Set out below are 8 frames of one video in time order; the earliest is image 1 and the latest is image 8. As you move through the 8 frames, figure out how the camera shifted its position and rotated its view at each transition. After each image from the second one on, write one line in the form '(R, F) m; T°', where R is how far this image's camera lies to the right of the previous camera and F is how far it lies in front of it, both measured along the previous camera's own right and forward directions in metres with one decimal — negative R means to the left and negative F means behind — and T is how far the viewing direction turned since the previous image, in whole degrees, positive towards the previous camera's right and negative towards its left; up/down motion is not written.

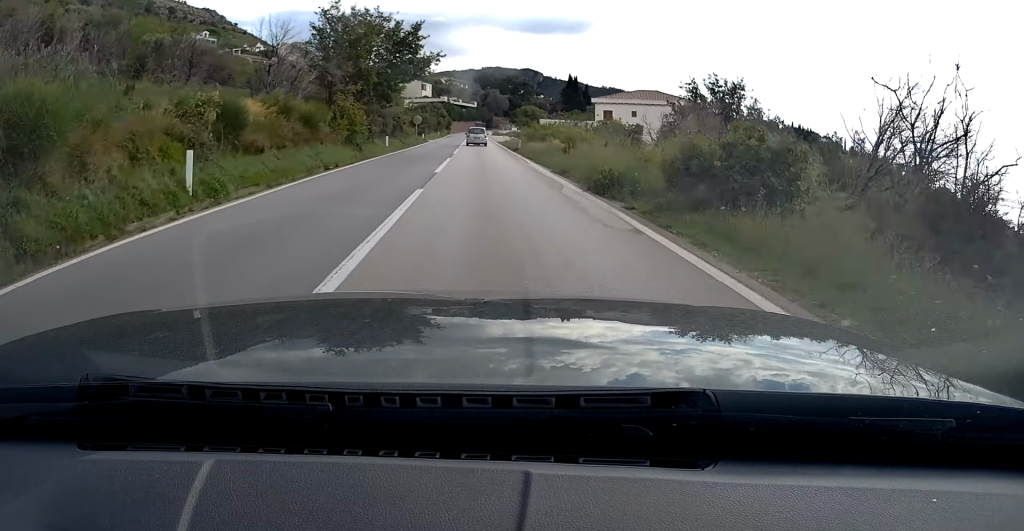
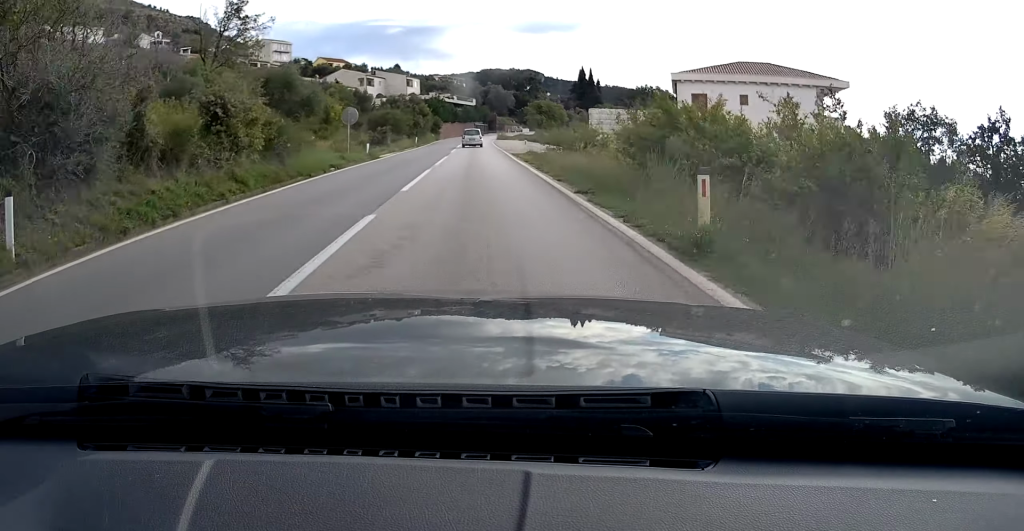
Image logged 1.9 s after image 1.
(-0.5, +34.6) m; -1°
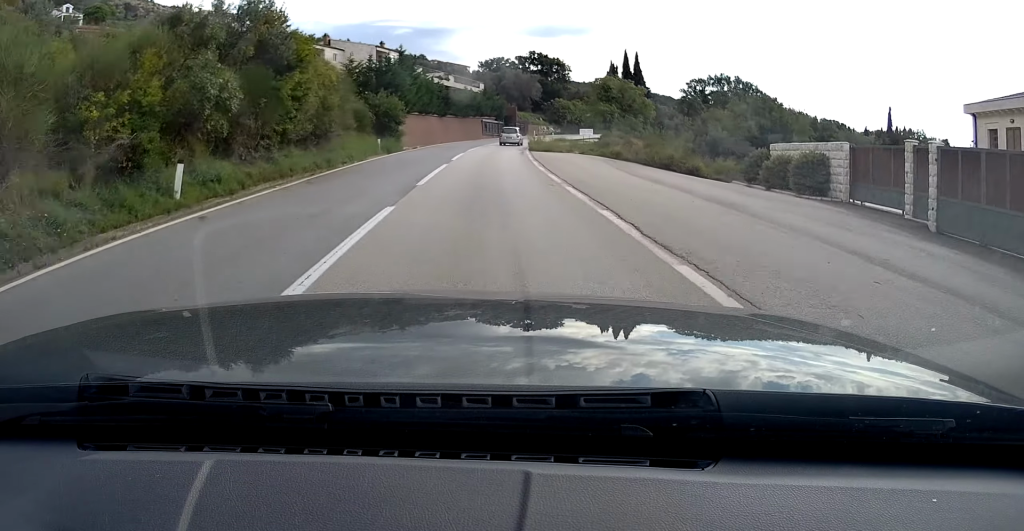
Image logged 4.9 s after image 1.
(-0.2, +52.8) m; 0°
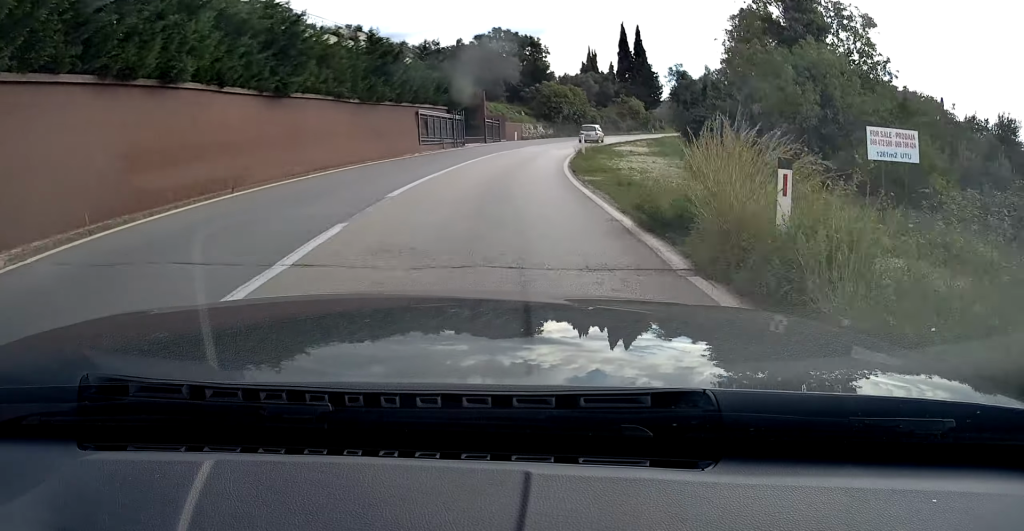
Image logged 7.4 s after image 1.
(+0.4, +42.2) m; +4°
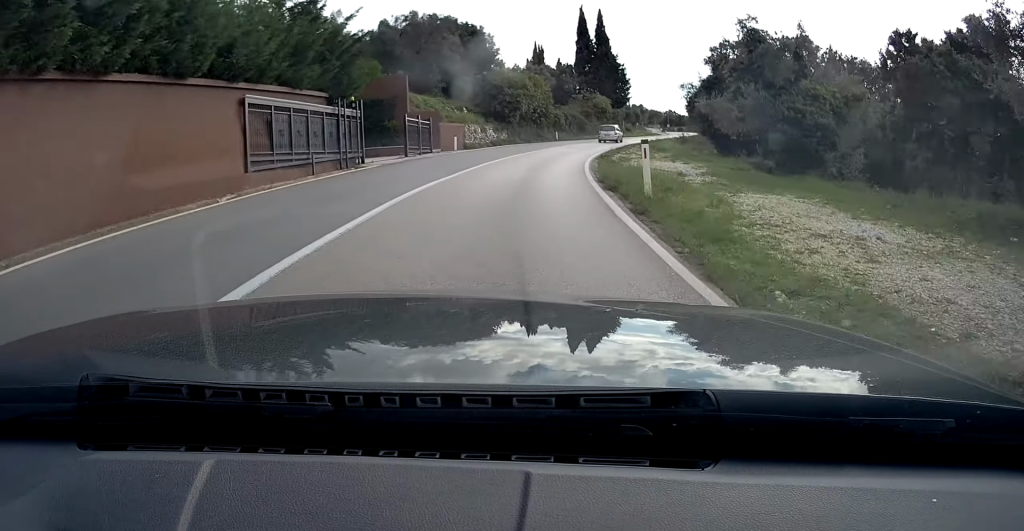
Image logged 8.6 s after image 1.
(+0.7, +20.1) m; +5°
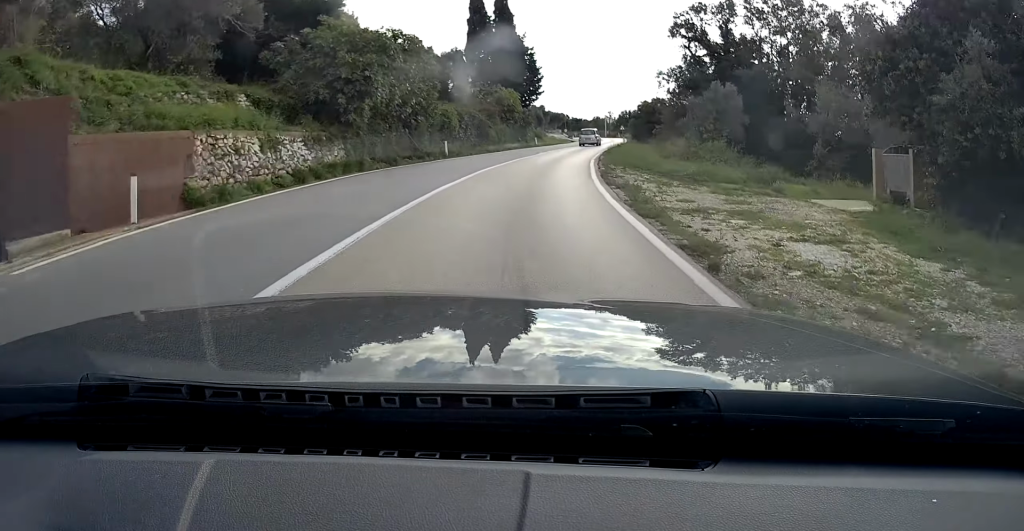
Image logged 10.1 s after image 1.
(+1.3, +26.7) m; +8°
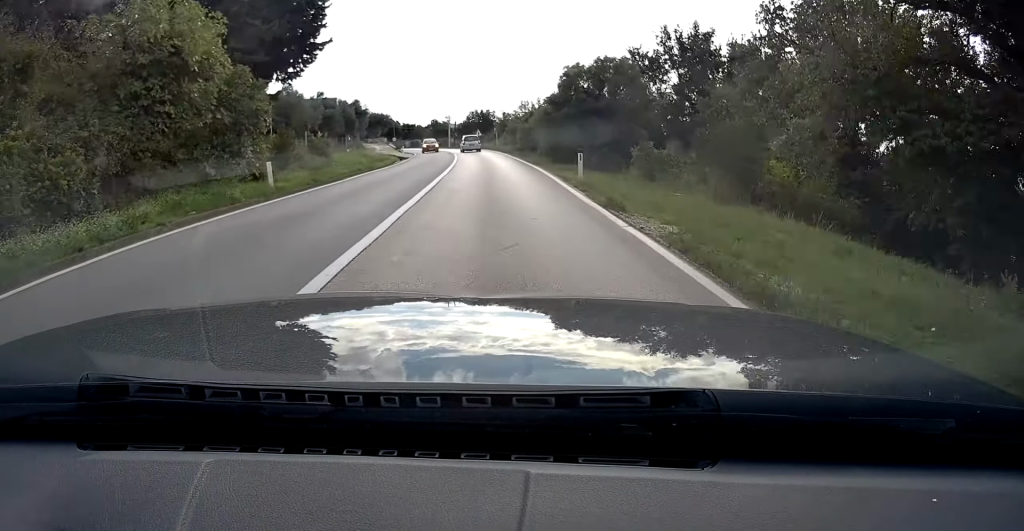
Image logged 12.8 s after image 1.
(+6.0, +44.0) m; +12°
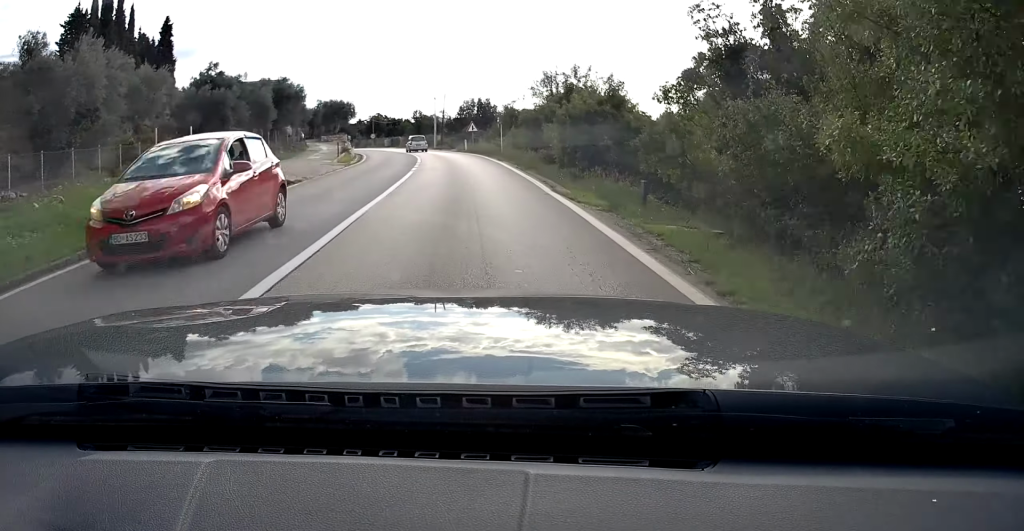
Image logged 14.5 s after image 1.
(+1.4, +28.2) m; +2°
